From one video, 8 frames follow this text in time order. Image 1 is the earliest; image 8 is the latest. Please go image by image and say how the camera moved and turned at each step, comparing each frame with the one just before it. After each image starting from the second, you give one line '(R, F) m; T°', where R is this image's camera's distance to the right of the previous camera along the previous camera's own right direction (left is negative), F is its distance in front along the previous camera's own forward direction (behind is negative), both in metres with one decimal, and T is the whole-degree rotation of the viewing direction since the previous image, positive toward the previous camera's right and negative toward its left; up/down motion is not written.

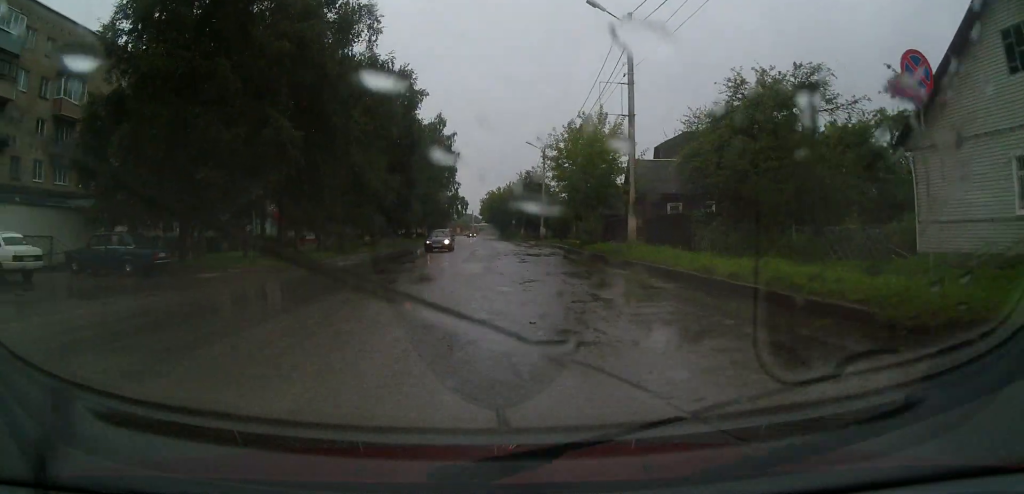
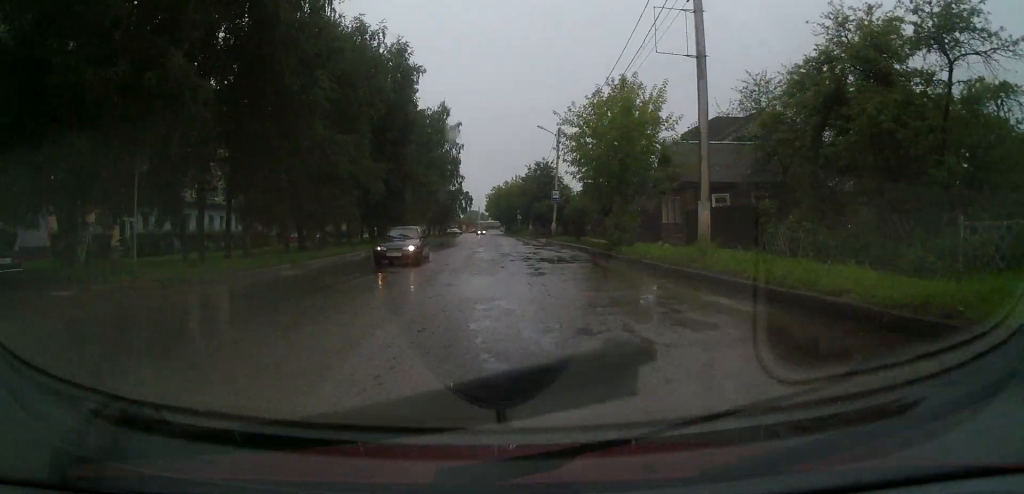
(+0.1, +8.1) m; 0°
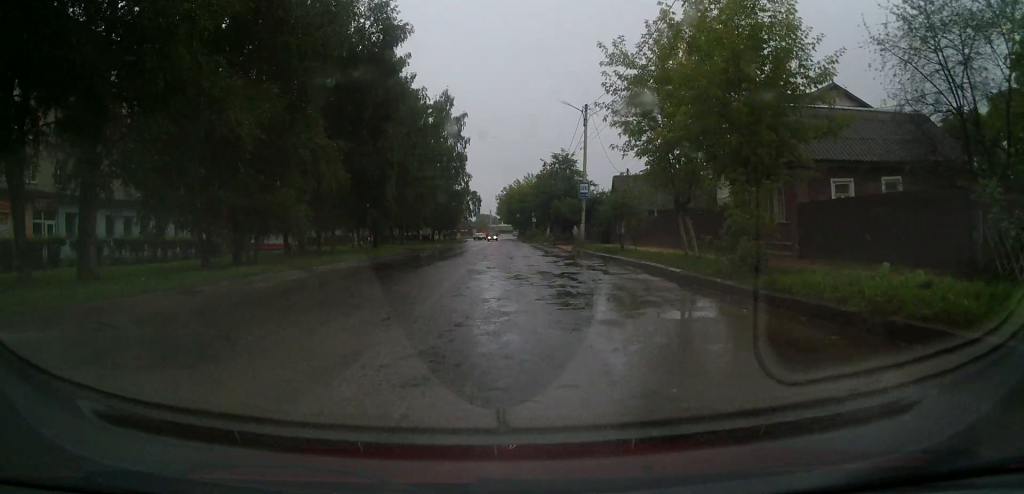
(0.0, +12.6) m; 0°
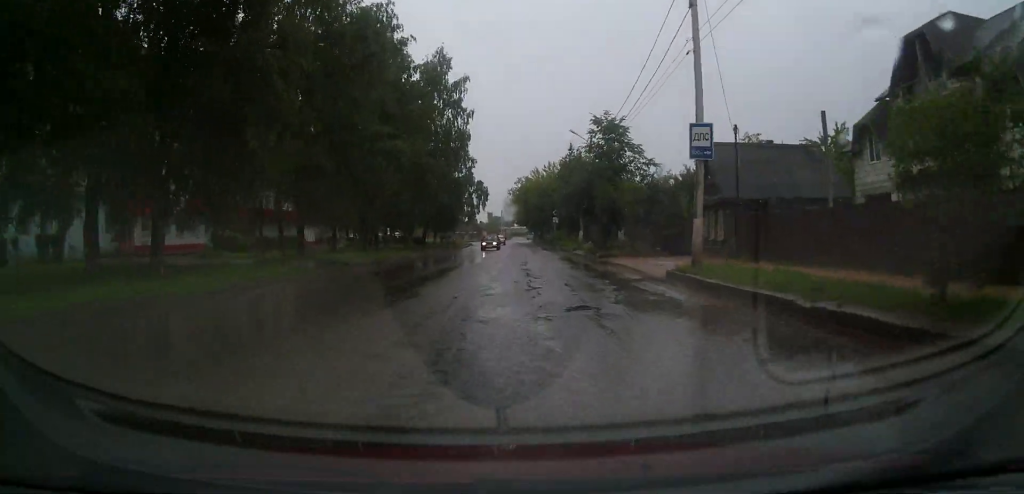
(-0.2, +23.0) m; -1°
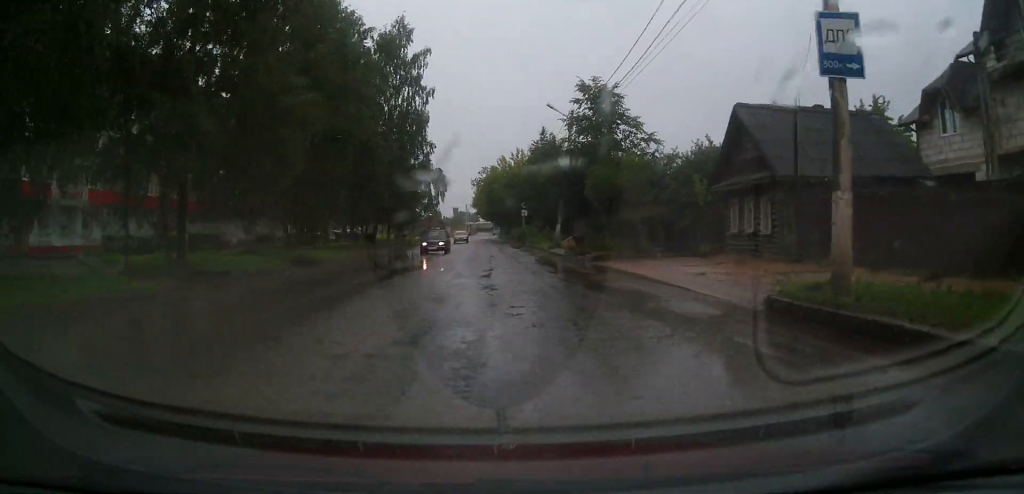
(-0.1, +9.3) m; -1°
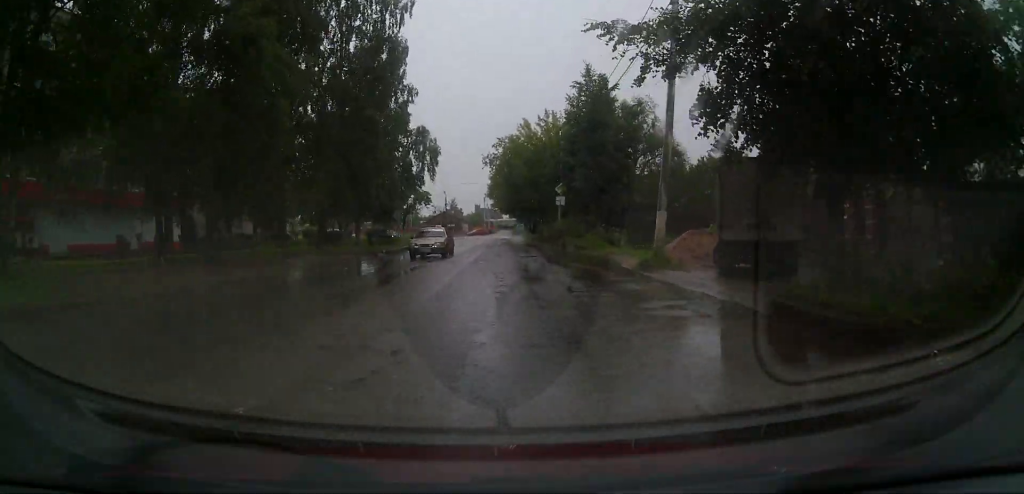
(-0.1, +23.1) m; 0°
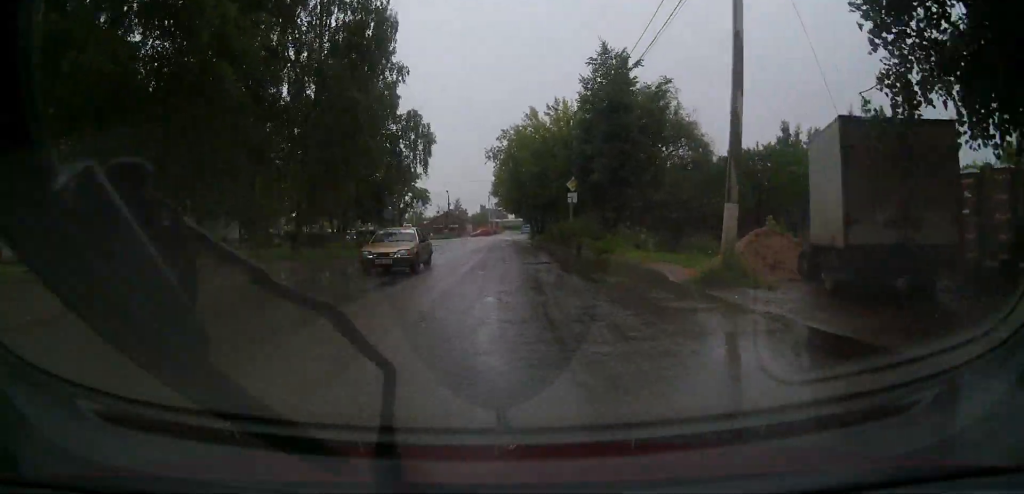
(0.0, +5.5) m; 0°
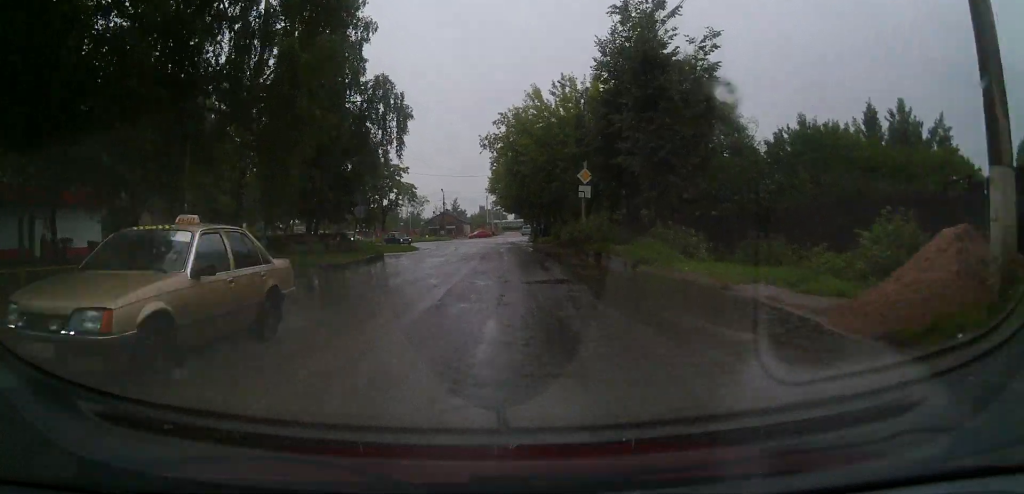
(0.0, +7.9) m; 0°
